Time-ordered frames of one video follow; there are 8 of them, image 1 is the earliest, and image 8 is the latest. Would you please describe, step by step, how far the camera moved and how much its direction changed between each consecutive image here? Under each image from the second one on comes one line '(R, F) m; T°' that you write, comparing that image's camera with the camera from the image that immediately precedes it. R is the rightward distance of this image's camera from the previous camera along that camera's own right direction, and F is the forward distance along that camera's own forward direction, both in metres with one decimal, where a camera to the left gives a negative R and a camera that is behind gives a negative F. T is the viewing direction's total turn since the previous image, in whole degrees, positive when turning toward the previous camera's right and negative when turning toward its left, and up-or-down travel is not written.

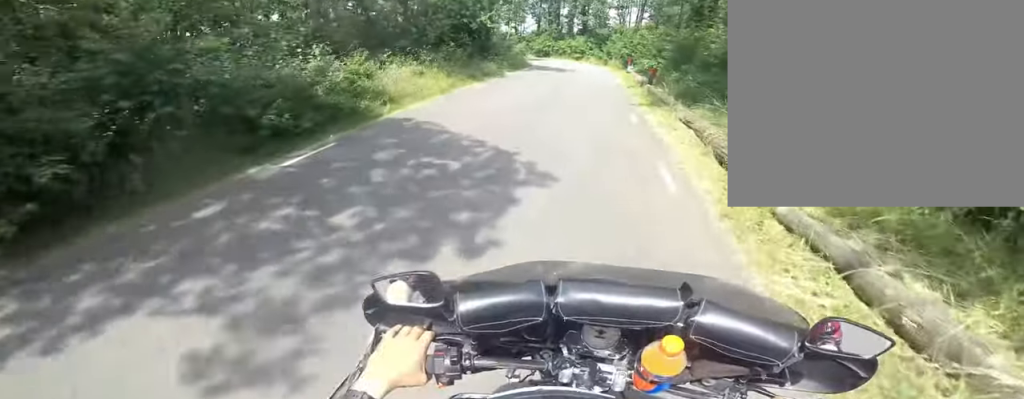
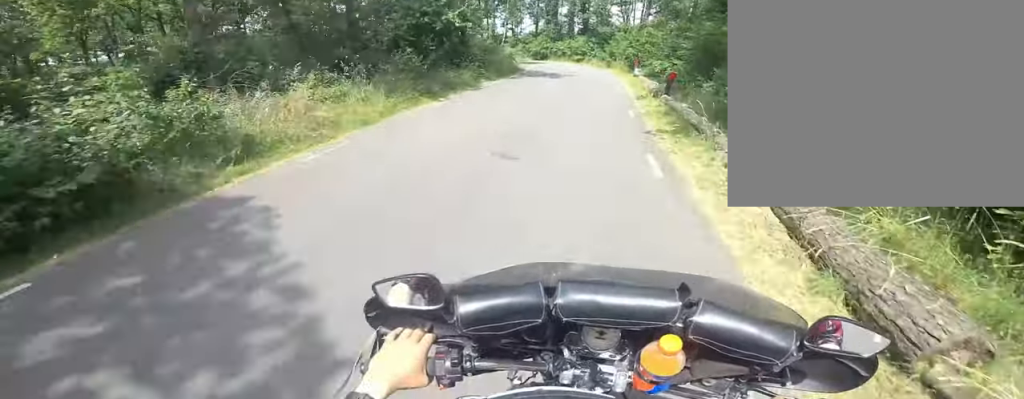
(0.0, +3.5) m; 0°
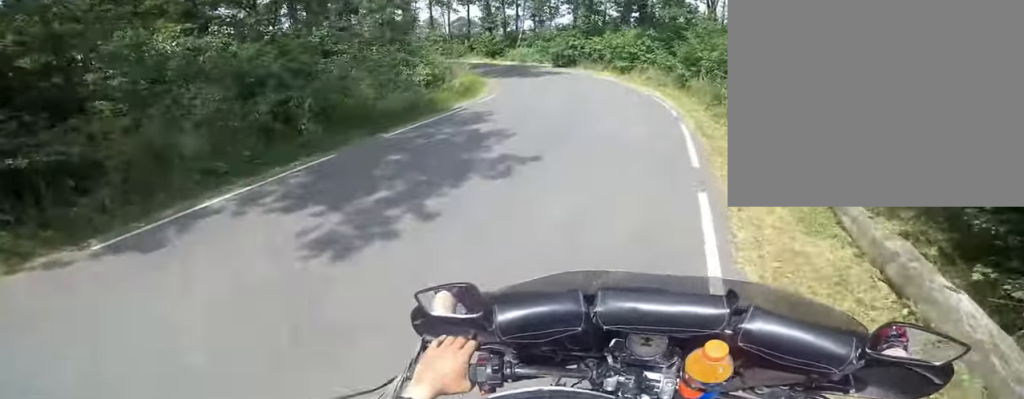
(+0.7, +14.1) m; +4°
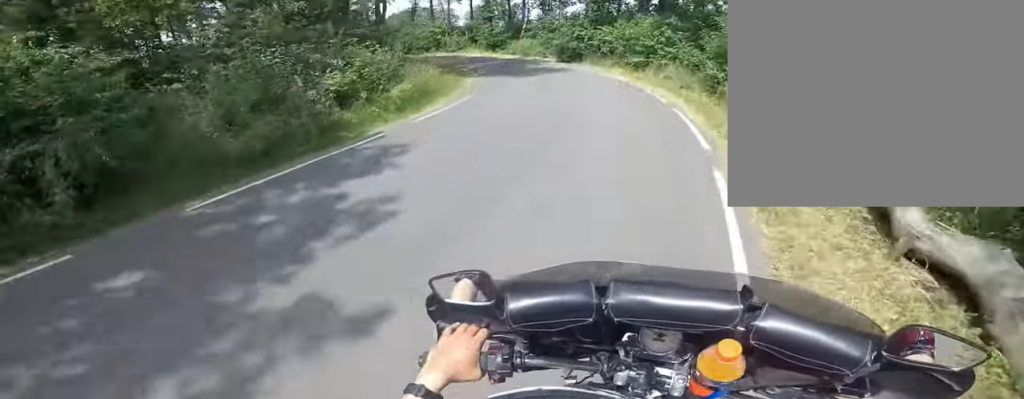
(+0.7, +3.1) m; -5°
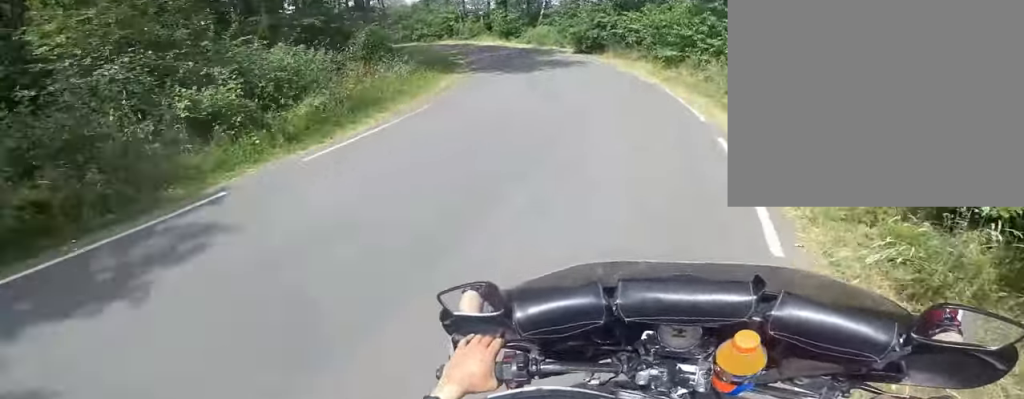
(-0.6, +2.7) m; -7°
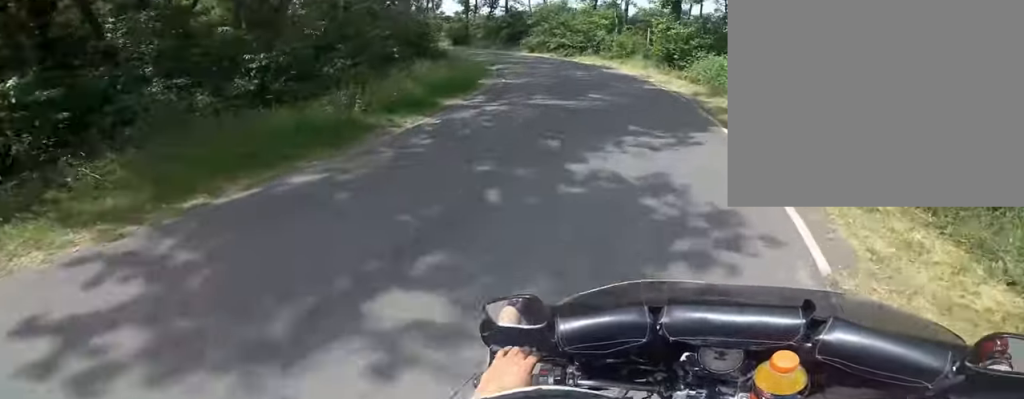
(-2.3, +11.6) m; -15°
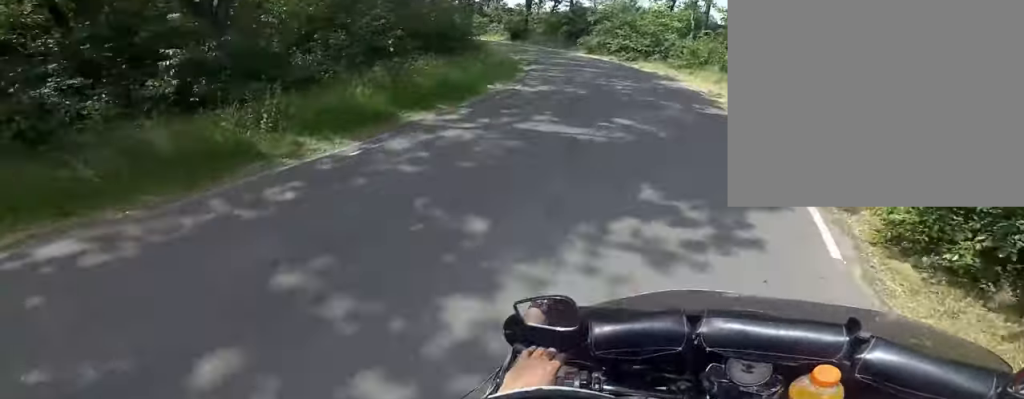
(+0.2, +2.8) m; -6°
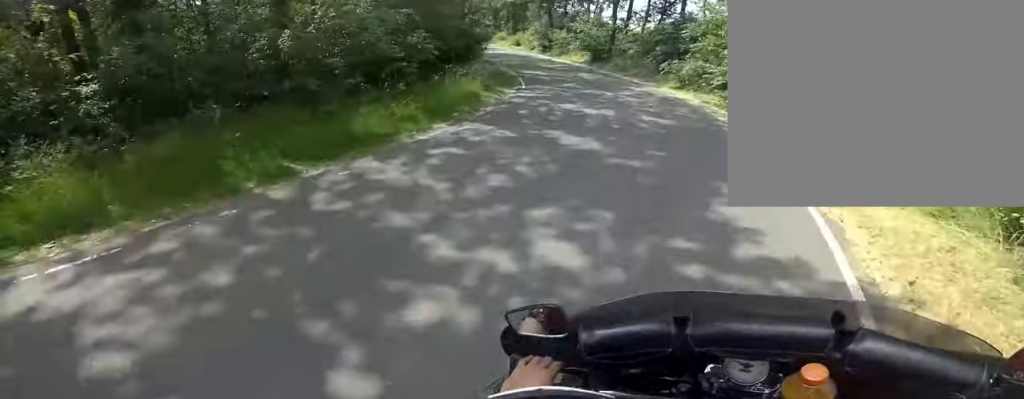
(-2.0, +8.3) m; -21°
